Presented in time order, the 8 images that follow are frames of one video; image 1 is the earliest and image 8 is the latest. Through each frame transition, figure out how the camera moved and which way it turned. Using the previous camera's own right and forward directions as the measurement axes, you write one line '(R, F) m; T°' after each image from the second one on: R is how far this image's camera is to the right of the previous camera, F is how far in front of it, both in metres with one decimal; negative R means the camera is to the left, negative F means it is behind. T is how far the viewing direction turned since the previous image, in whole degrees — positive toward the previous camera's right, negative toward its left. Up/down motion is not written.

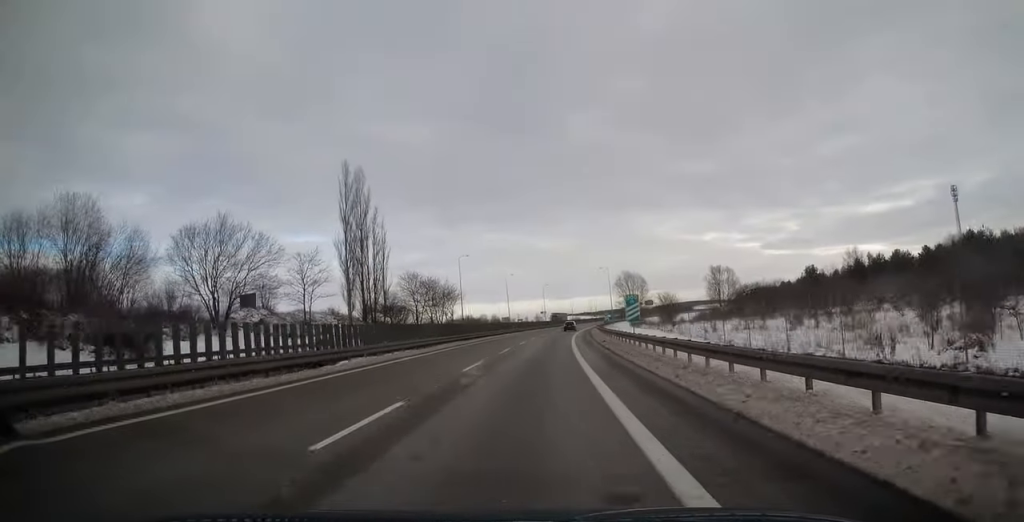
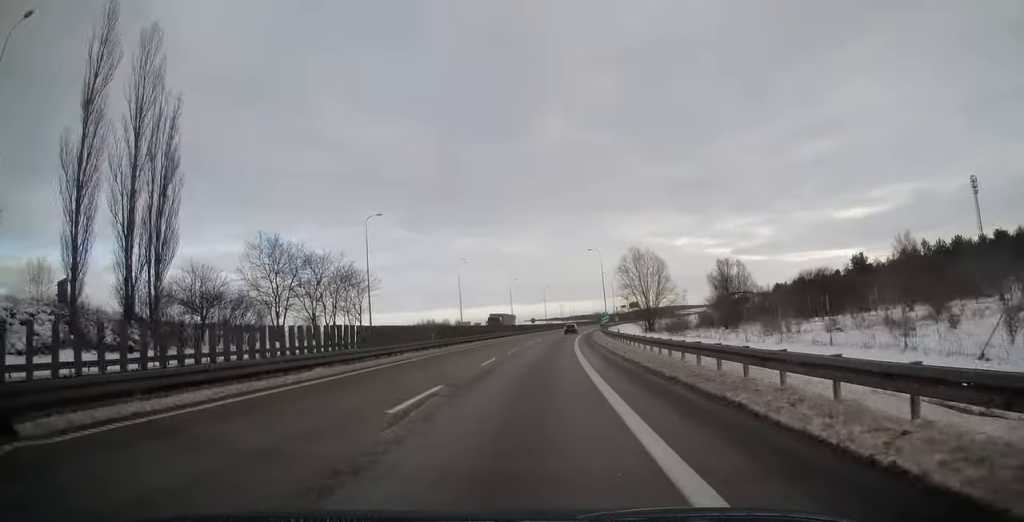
(+1.0, +44.7) m; +3°
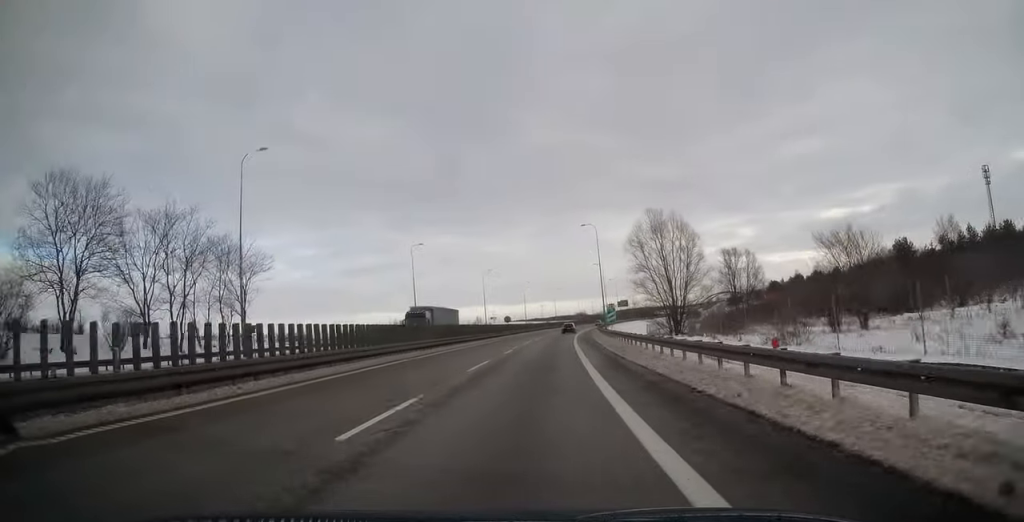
(+0.5, +26.0) m; +2°
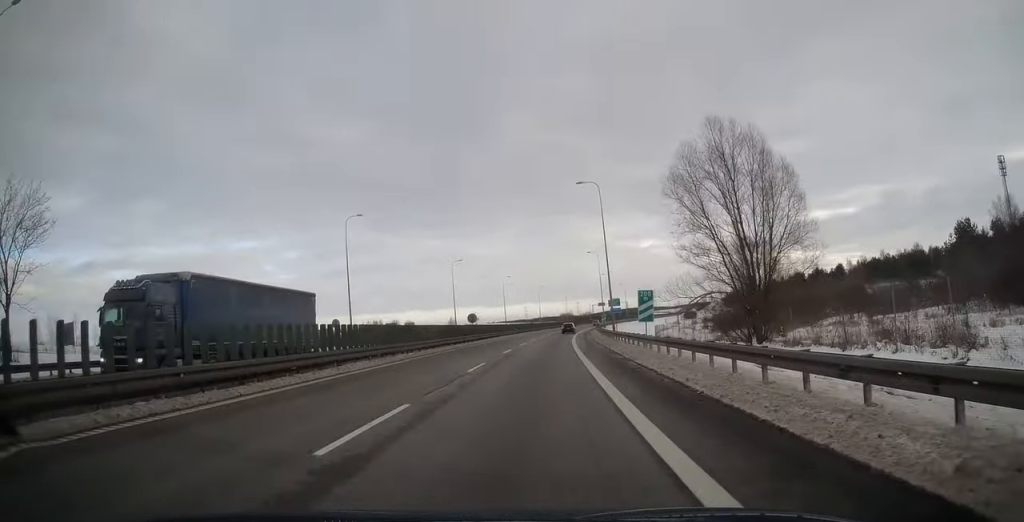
(+0.4, +24.9) m; +2°
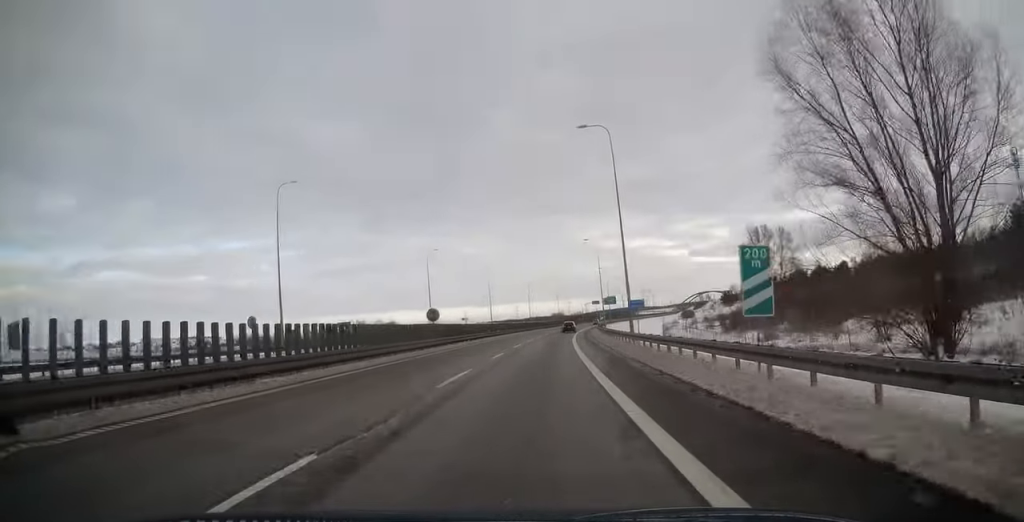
(+0.1, +16.5) m; +1°
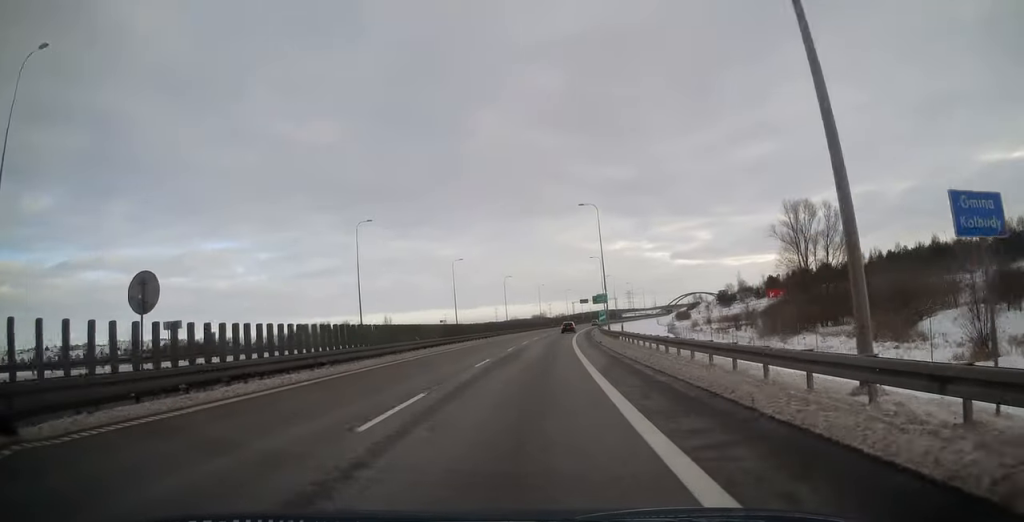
(+0.3, +30.3) m; +1°
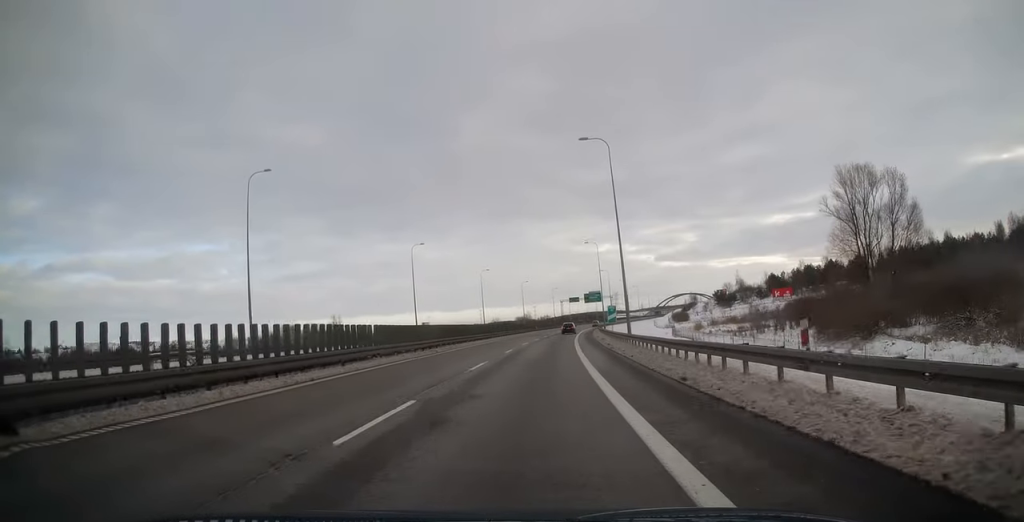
(+0.2, +24.7) m; +1°
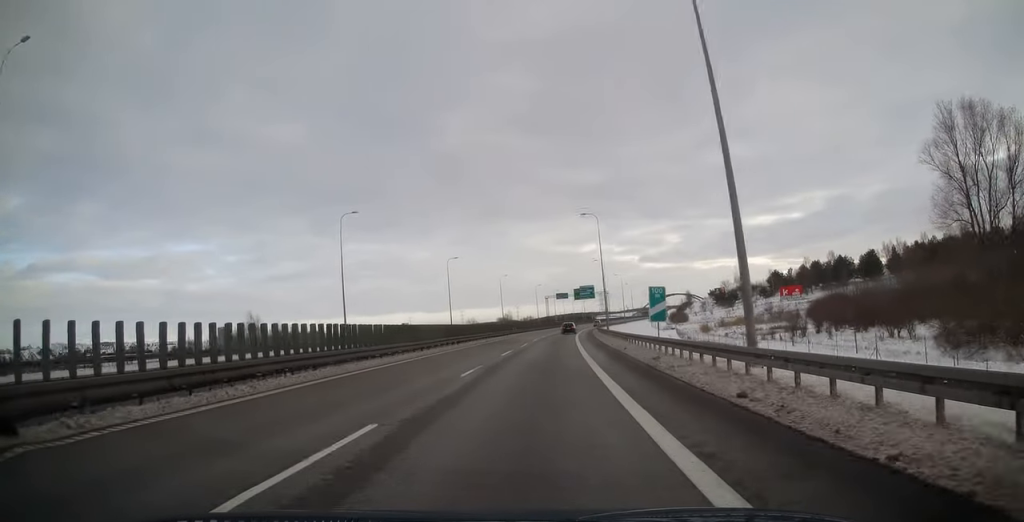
(+0.4, +26.6) m; +2°
